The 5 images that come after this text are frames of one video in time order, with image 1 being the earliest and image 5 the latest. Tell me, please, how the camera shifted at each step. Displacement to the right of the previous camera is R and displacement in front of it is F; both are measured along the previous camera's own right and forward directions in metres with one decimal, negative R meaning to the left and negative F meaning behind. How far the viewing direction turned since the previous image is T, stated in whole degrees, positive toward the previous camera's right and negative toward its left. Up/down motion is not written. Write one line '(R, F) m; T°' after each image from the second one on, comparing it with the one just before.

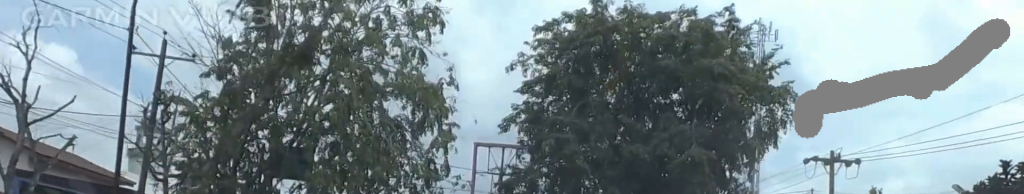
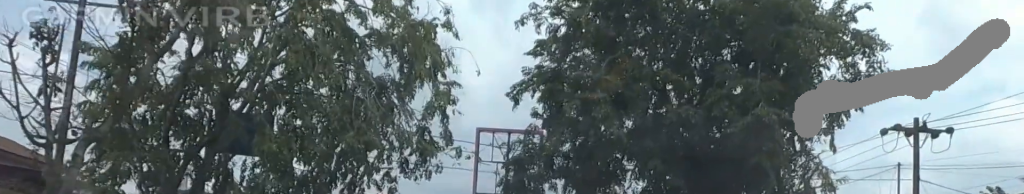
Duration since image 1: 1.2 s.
(-0.6, +6.7) m; +2°
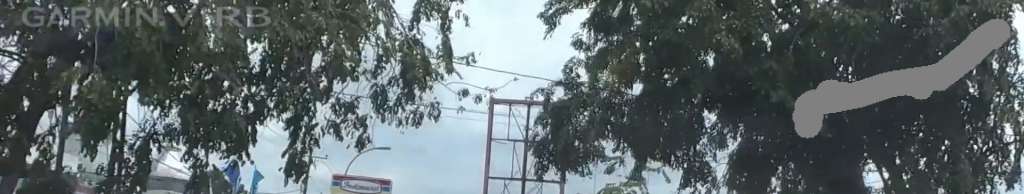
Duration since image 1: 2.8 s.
(+0.9, +9.1) m; -3°
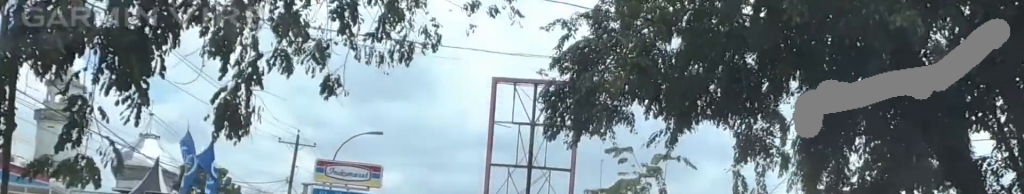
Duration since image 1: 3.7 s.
(-1.1, +5.0) m; -1°
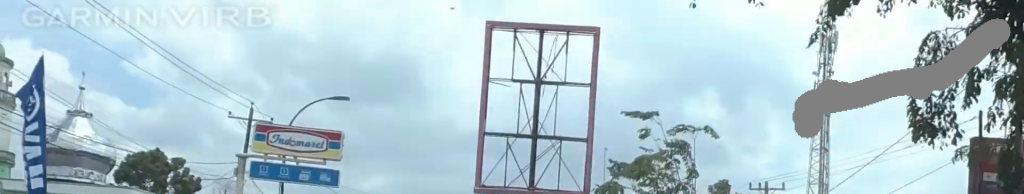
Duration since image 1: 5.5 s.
(+1.8, +9.6) m; +2°
